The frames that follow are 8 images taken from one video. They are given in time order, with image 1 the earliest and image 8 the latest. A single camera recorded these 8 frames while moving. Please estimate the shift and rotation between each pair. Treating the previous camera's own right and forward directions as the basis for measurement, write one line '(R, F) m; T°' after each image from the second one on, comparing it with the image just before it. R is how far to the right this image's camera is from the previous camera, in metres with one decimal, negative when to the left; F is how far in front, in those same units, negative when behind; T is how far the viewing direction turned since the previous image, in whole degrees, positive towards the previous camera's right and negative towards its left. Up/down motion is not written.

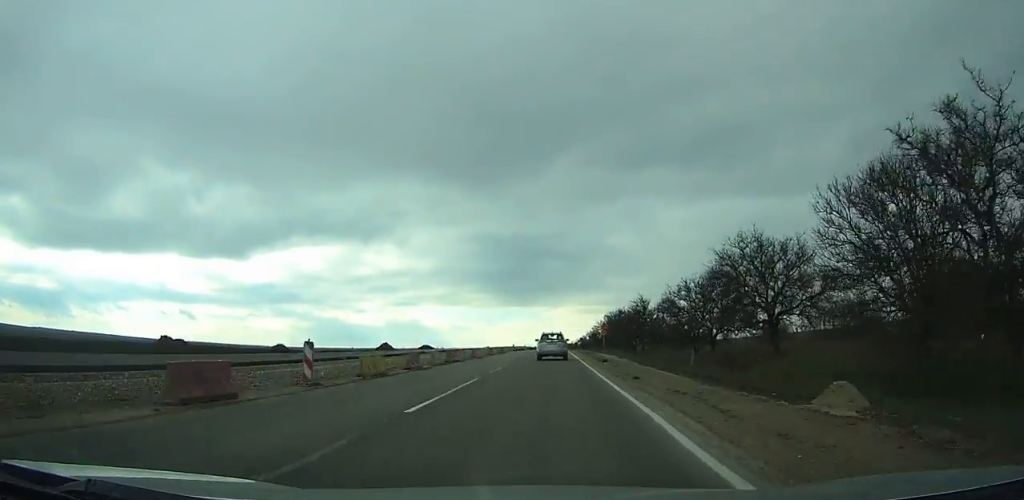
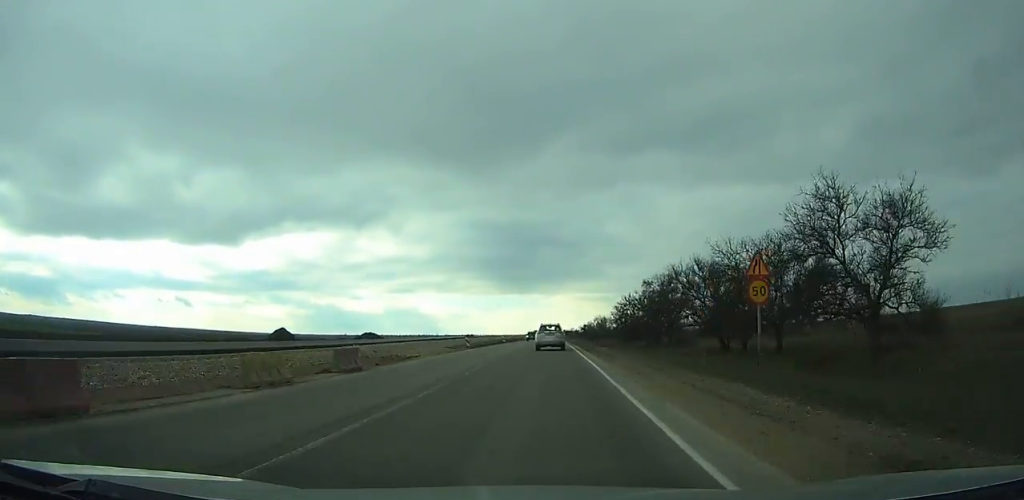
(-0.1, +53.3) m; 0°
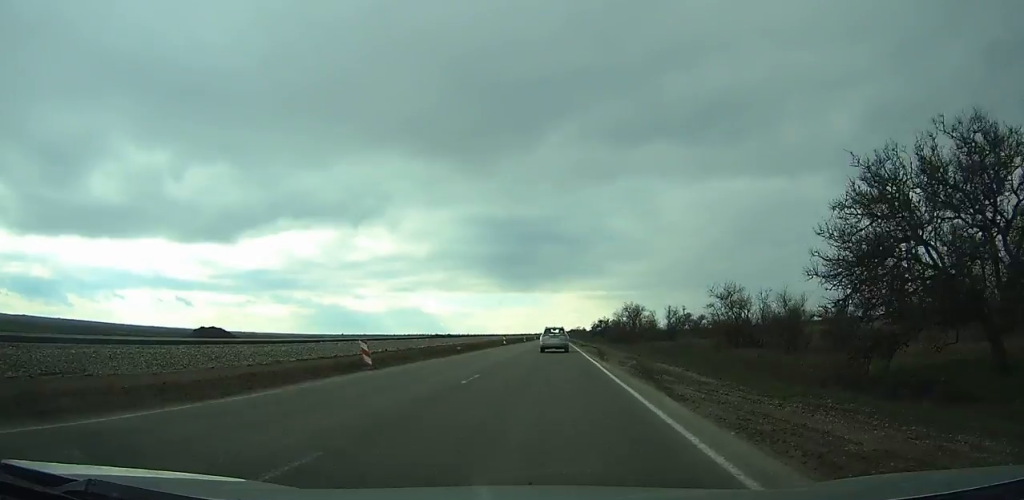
(0.0, +62.0) m; 0°
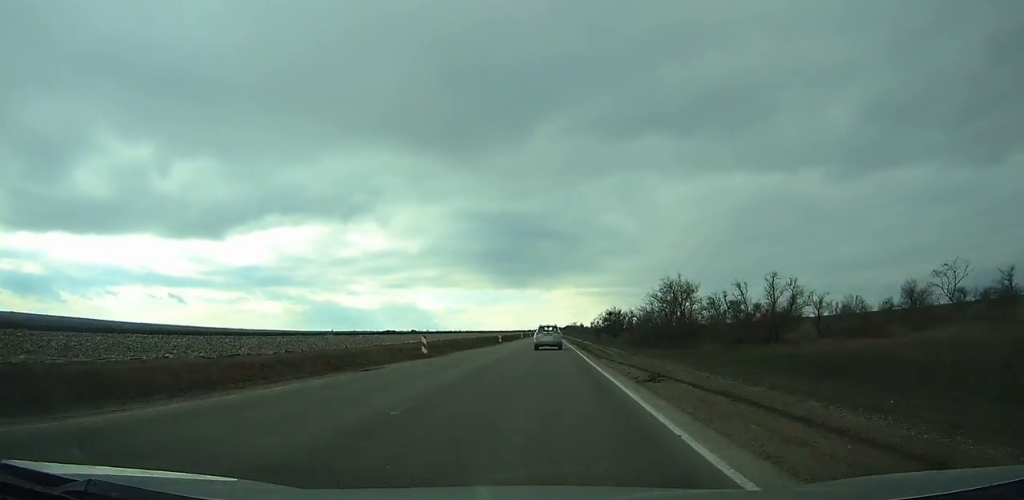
(+0.1, +42.4) m; 0°
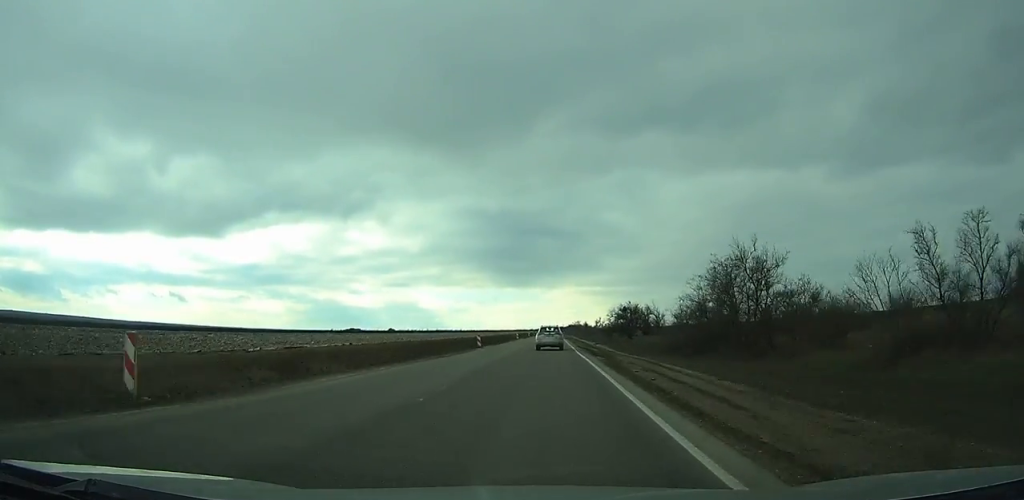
(+0.1, +22.2) m; 0°
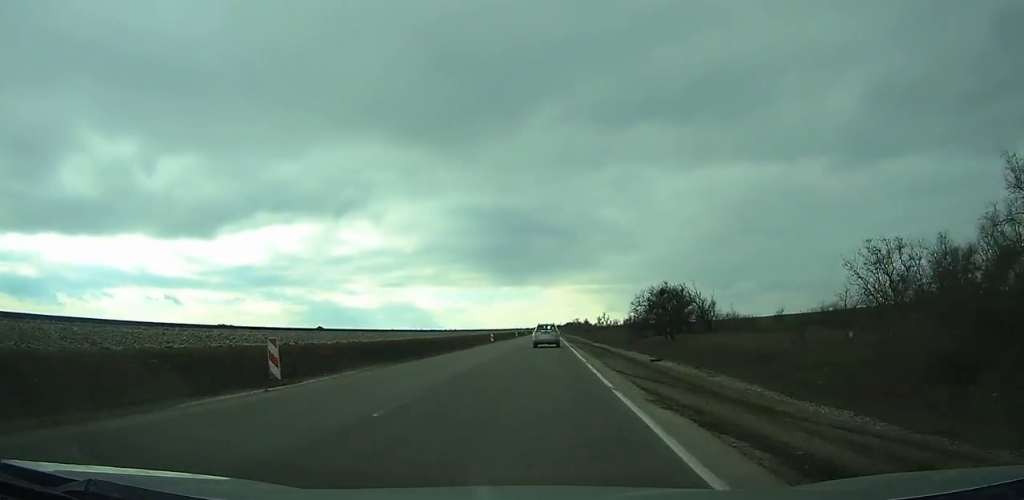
(0.0, +38.2) m; 0°
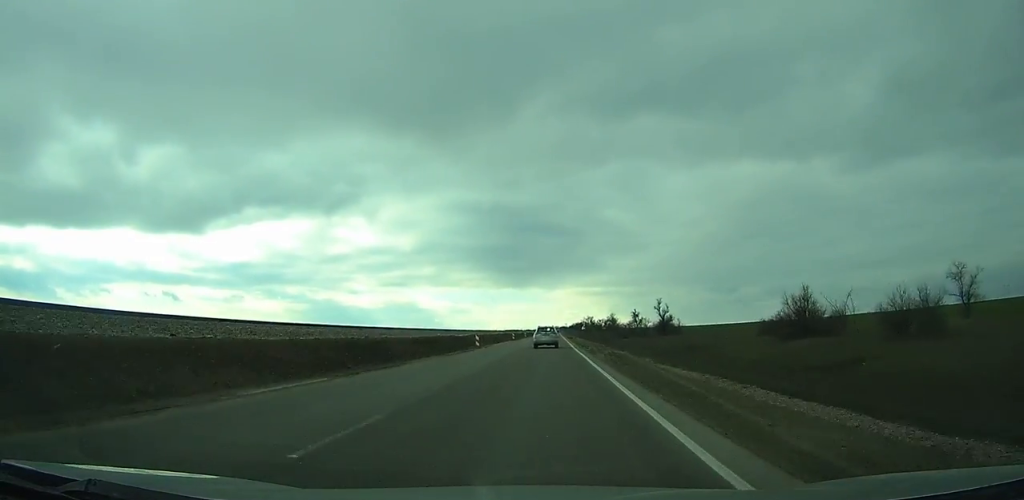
(-0.1, +112.1) m; 0°
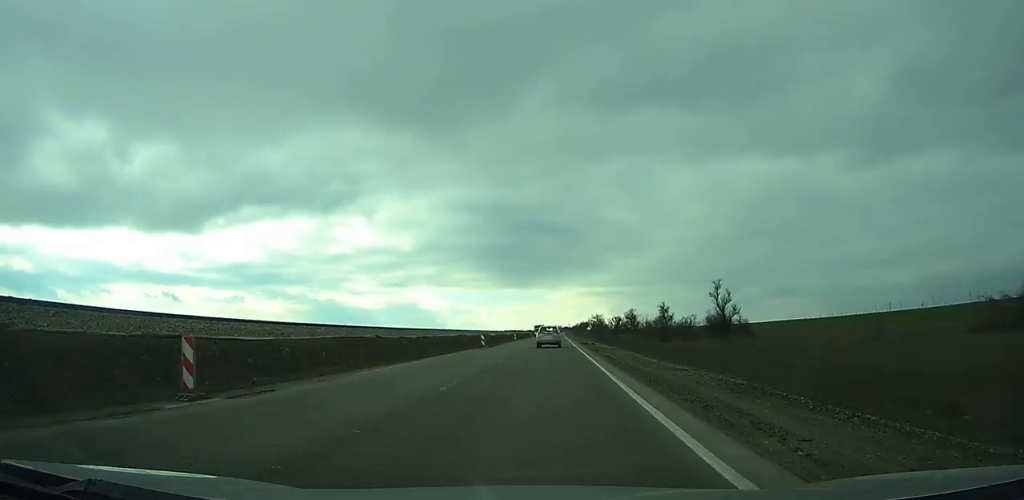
(0.0, +41.7) m; 0°
